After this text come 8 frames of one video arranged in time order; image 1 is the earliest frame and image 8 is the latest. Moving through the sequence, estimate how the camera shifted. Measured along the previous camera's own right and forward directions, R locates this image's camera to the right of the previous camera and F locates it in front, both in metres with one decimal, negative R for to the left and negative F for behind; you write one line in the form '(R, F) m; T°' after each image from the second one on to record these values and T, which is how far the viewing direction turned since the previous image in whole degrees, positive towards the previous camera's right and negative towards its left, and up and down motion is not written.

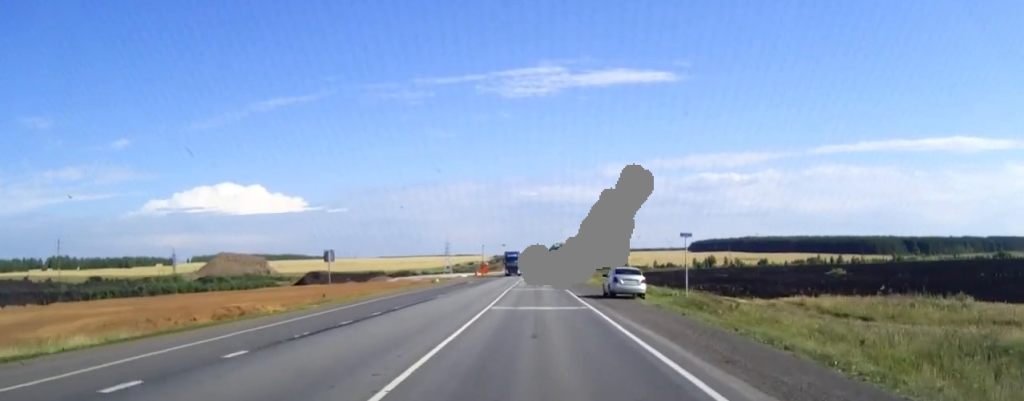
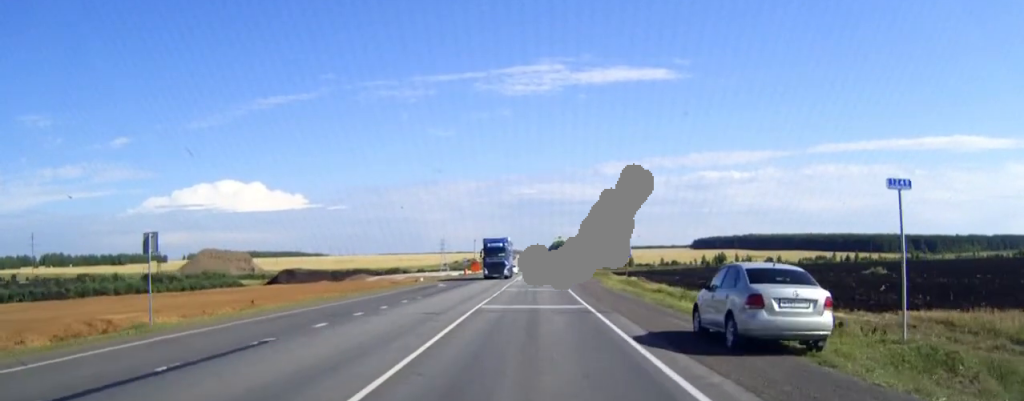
(0.0, +22.1) m; 0°
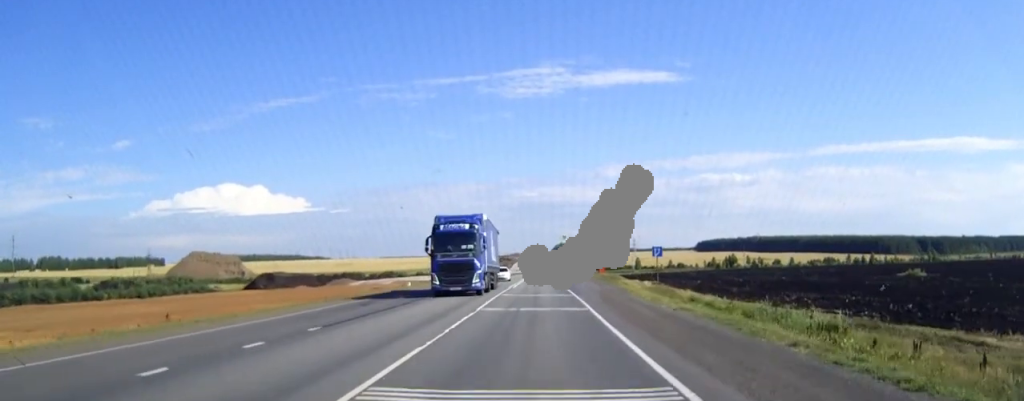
(0.0, +16.4) m; 0°
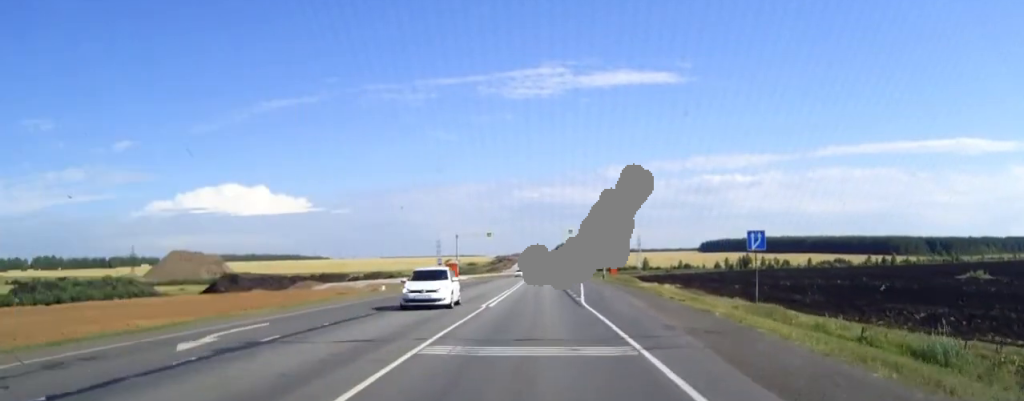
(0.0, +23.0) m; 0°
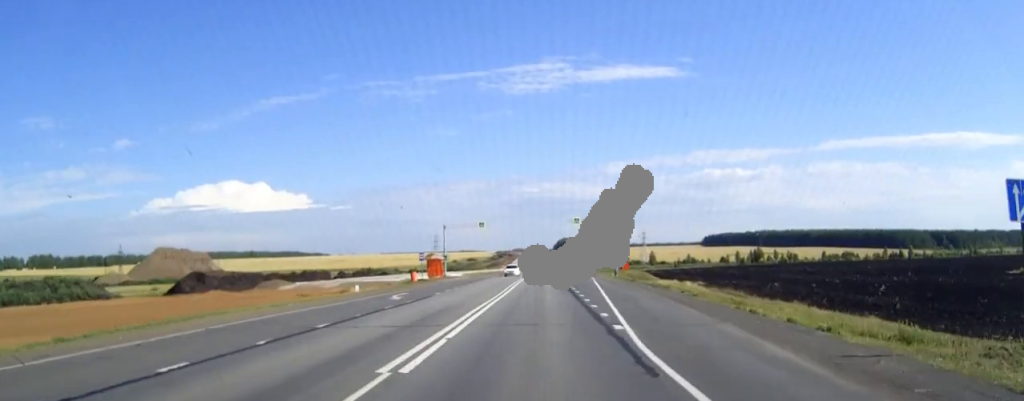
(0.0, +16.5) m; 0°
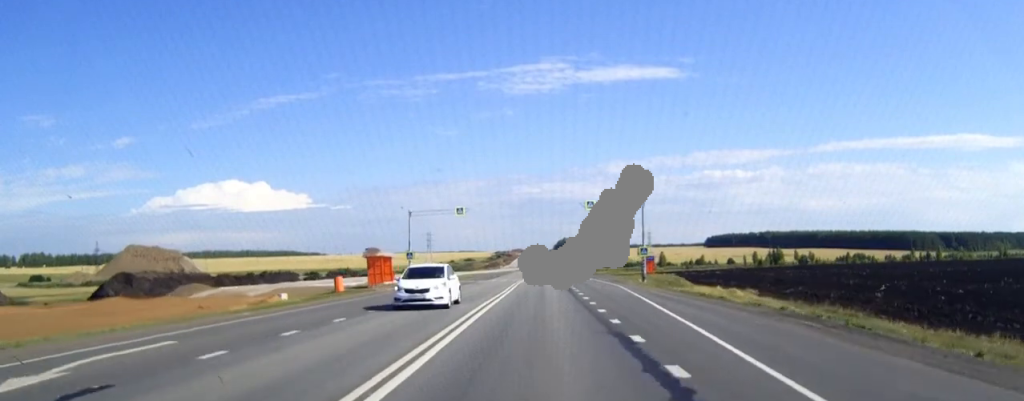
(0.0, +26.6) m; 0°
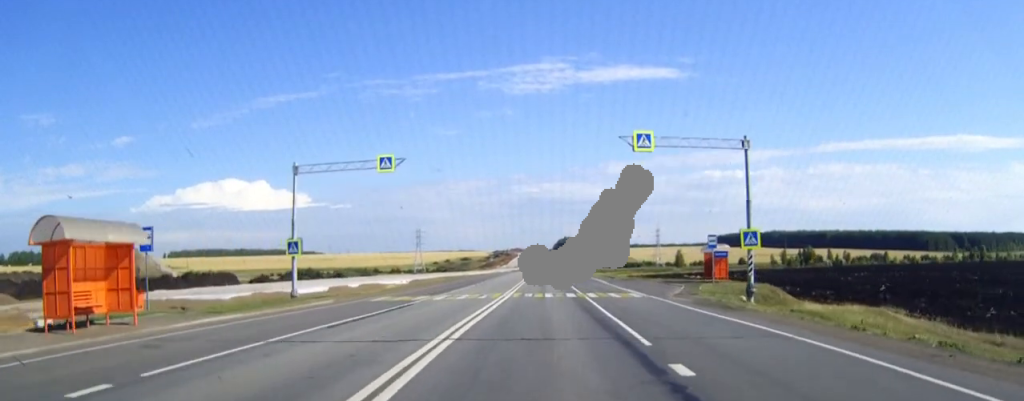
(0.0, +36.0) m; 0°
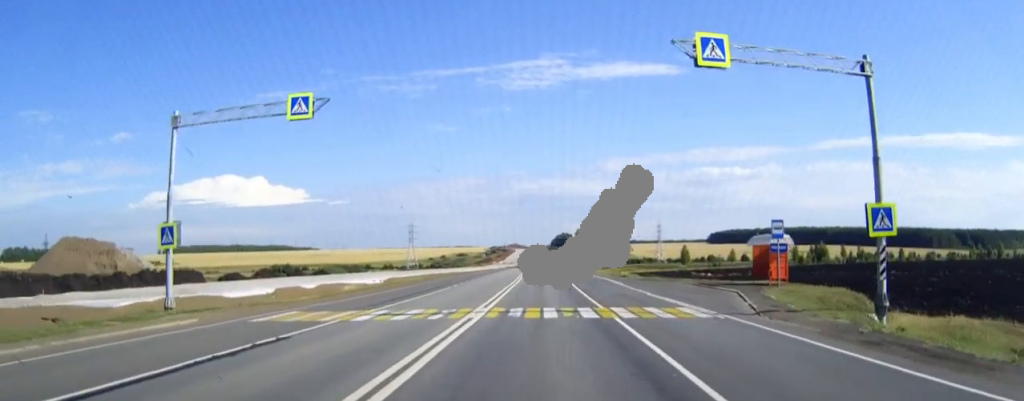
(0.0, +14.2) m; 0°
